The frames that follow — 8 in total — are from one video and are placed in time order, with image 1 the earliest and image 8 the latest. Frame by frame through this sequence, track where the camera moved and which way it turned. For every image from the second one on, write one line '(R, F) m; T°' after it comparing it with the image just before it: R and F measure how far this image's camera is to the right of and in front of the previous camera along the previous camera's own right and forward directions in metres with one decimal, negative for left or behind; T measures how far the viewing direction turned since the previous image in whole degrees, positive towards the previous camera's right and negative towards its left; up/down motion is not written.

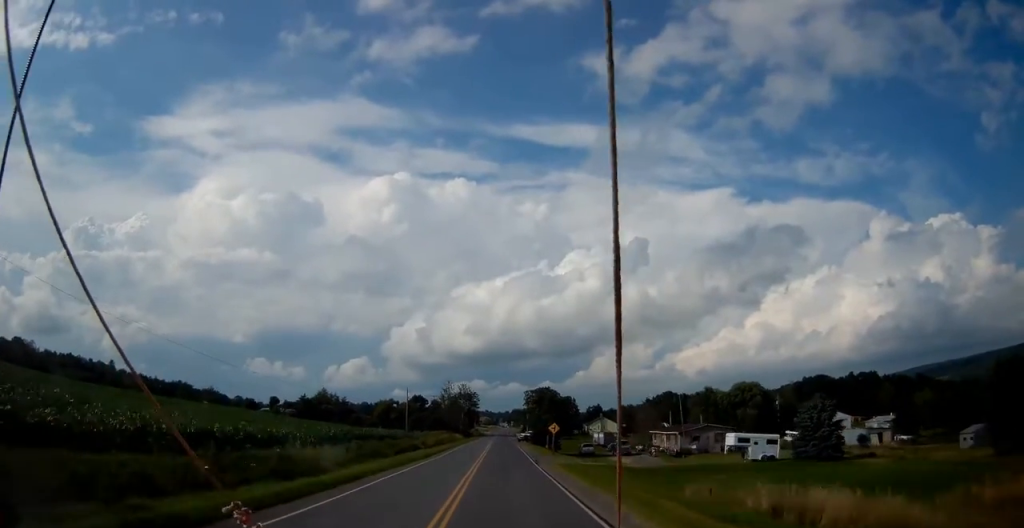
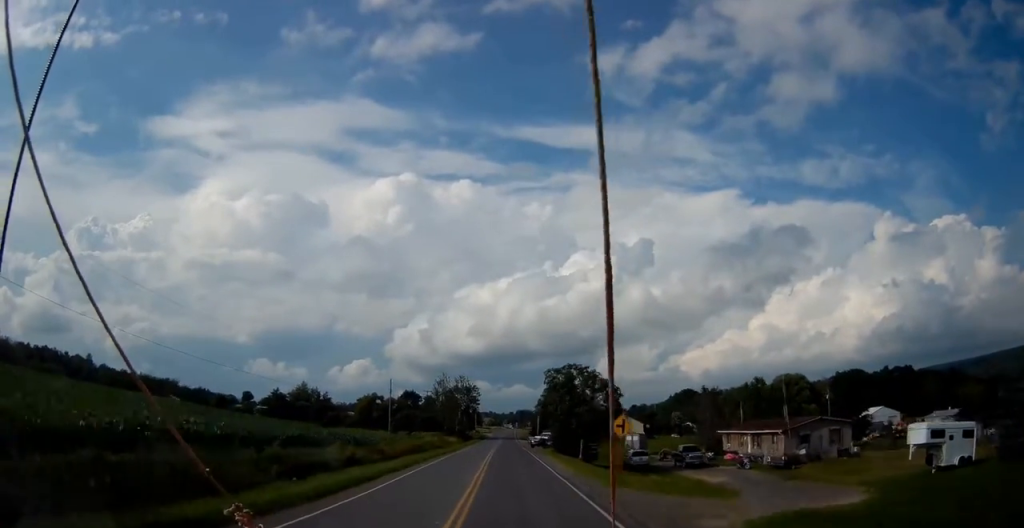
(+0.3, +27.6) m; +1°
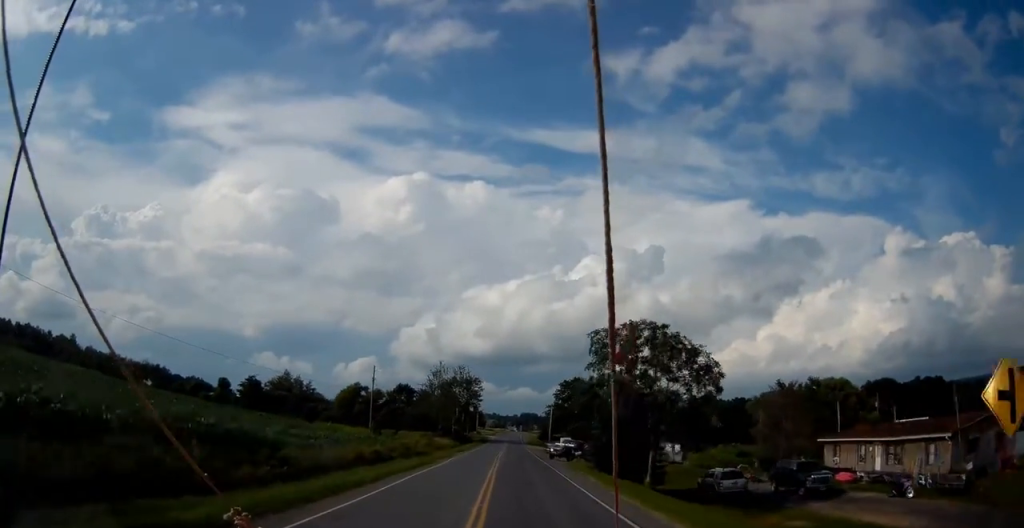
(0.0, +20.9) m; -1°
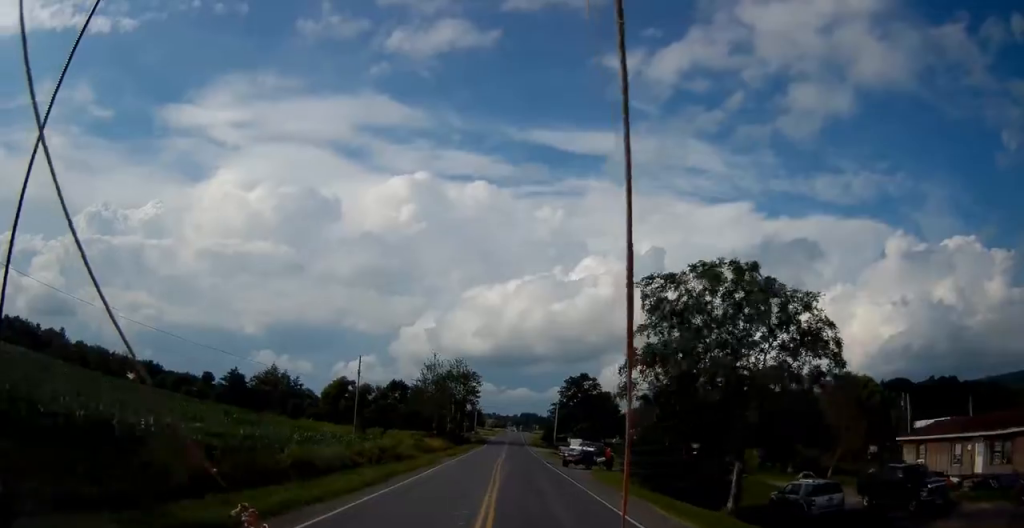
(-0.1, +10.2) m; 0°
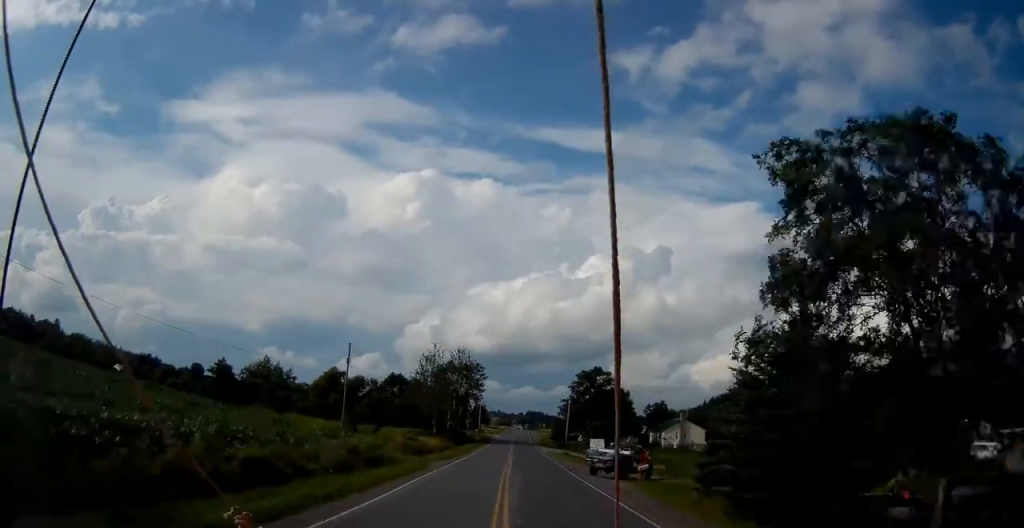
(-0.1, +9.5) m; 0°
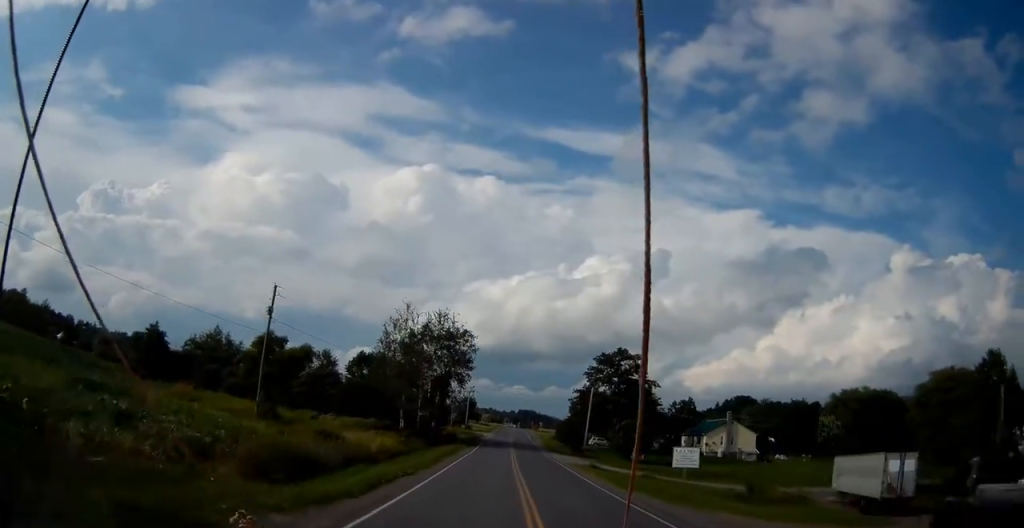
(0.0, +26.6) m; +1°
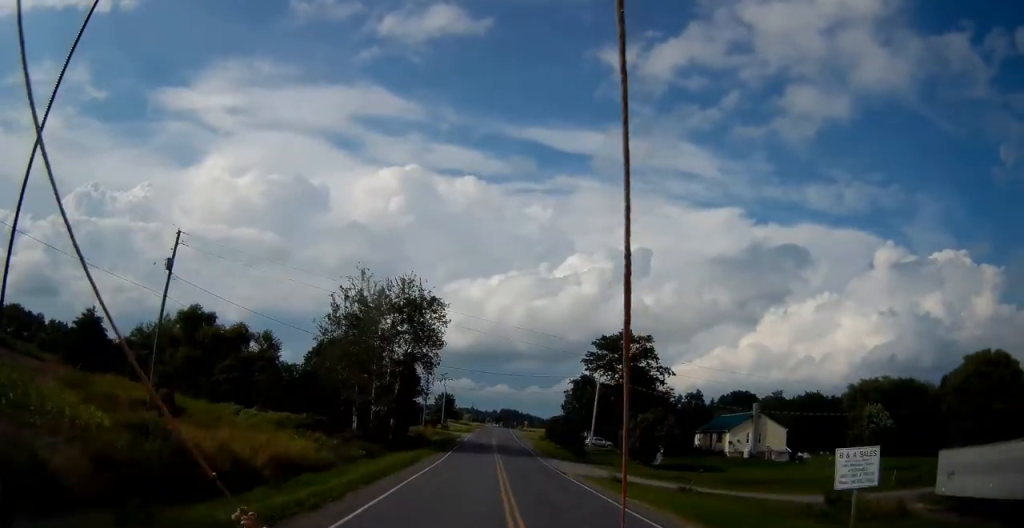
(0.0, +14.9) m; +1°
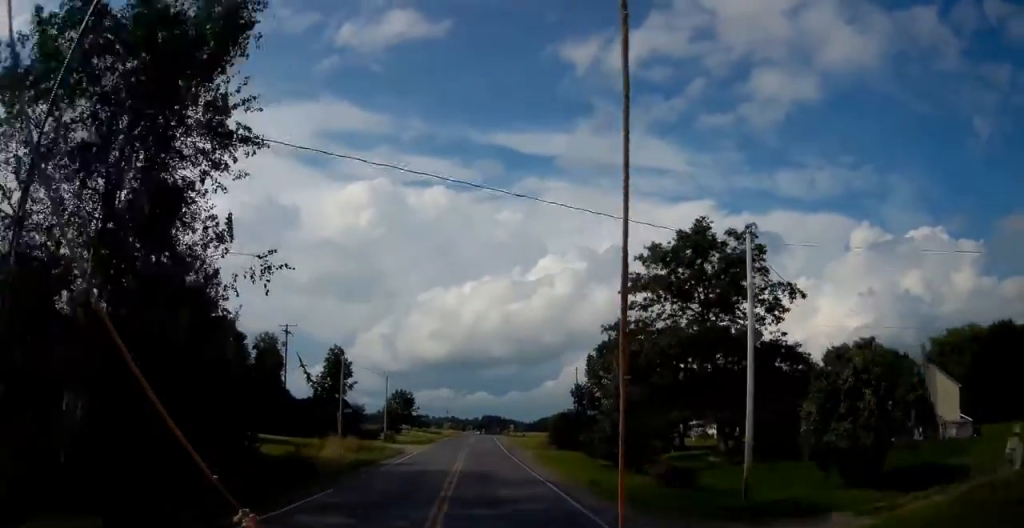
(+0.6, +35.2) m; +2°
